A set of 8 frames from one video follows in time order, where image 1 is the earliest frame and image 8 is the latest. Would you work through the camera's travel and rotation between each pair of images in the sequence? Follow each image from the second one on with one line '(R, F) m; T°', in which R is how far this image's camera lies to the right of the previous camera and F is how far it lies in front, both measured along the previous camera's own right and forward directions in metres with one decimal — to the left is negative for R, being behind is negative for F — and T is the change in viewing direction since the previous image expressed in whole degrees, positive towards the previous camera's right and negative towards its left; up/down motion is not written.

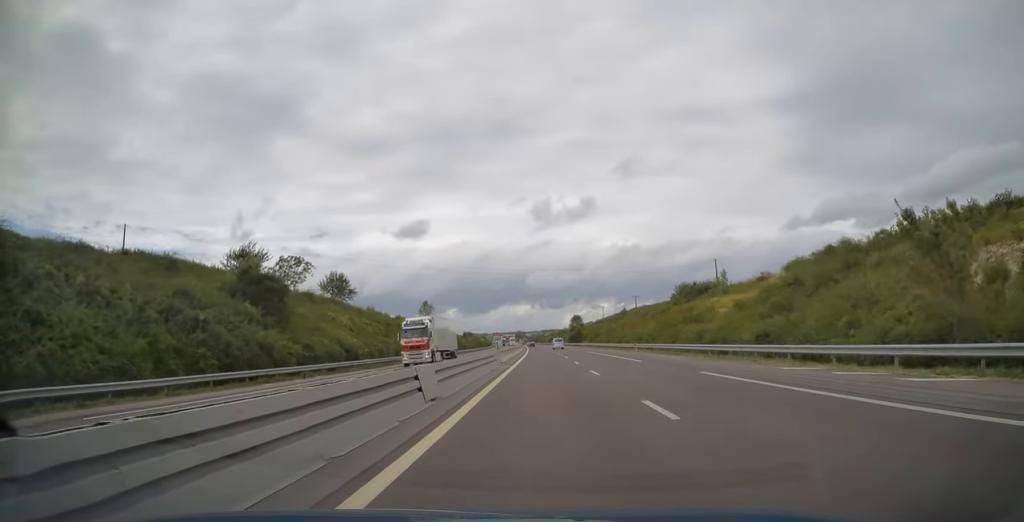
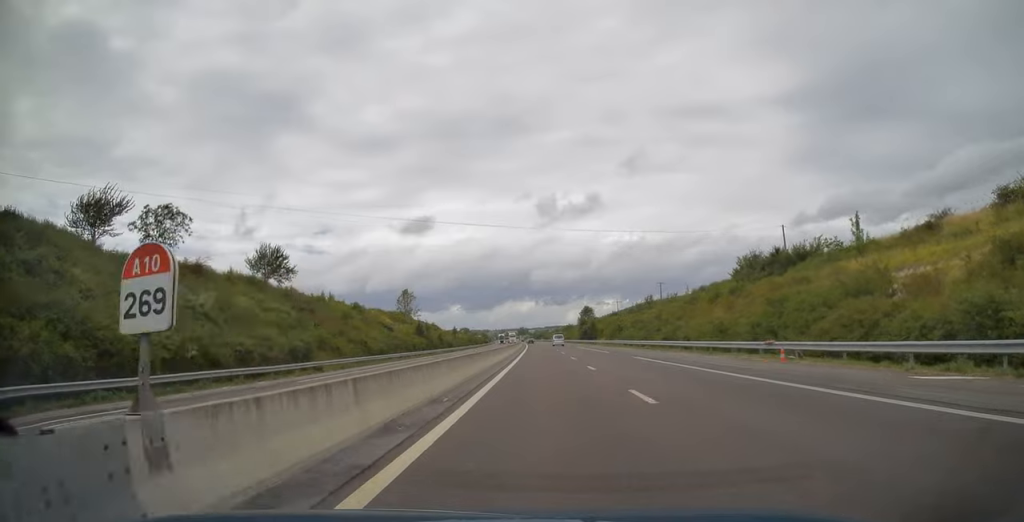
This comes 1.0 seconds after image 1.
(-0.1, +36.8) m; 0°
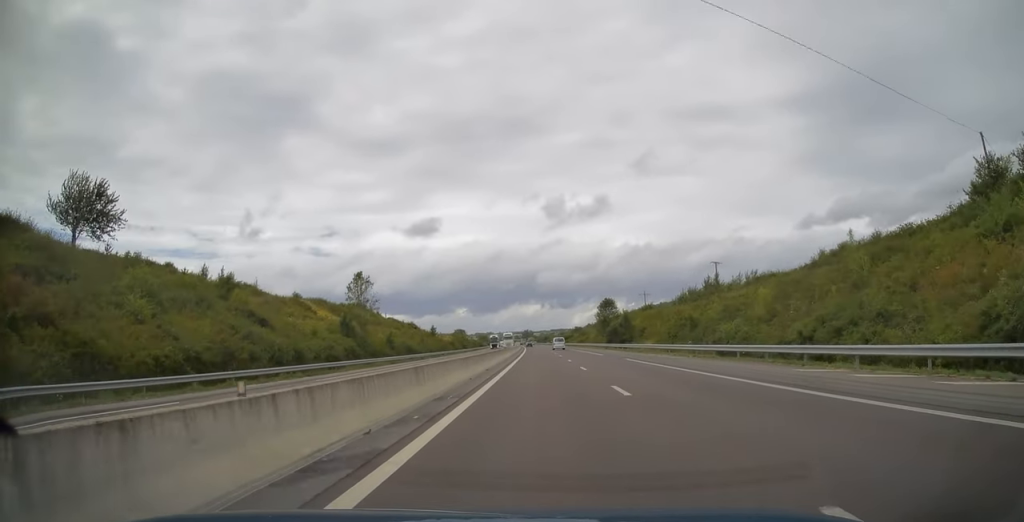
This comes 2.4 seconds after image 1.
(-0.2, +49.0) m; -1°
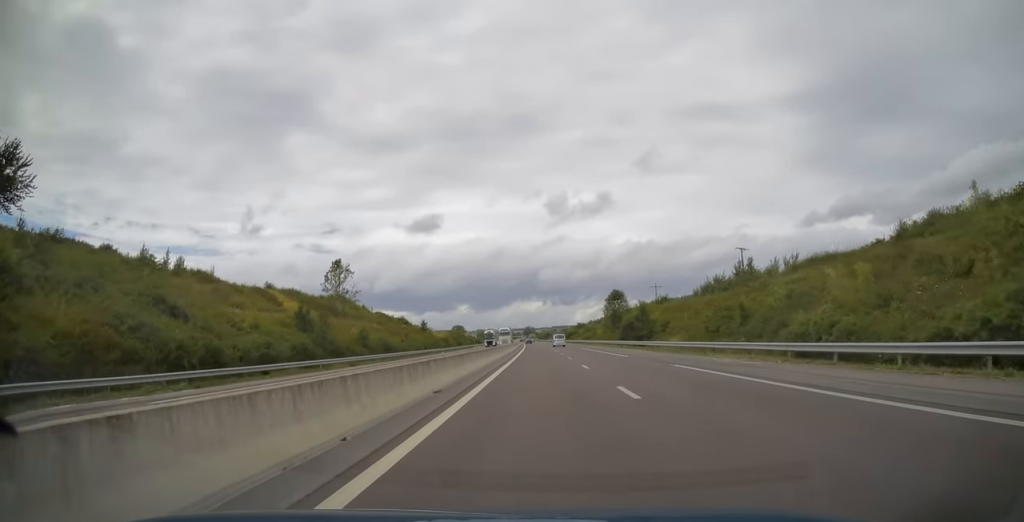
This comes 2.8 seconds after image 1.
(0.0, +14.5) m; 0°
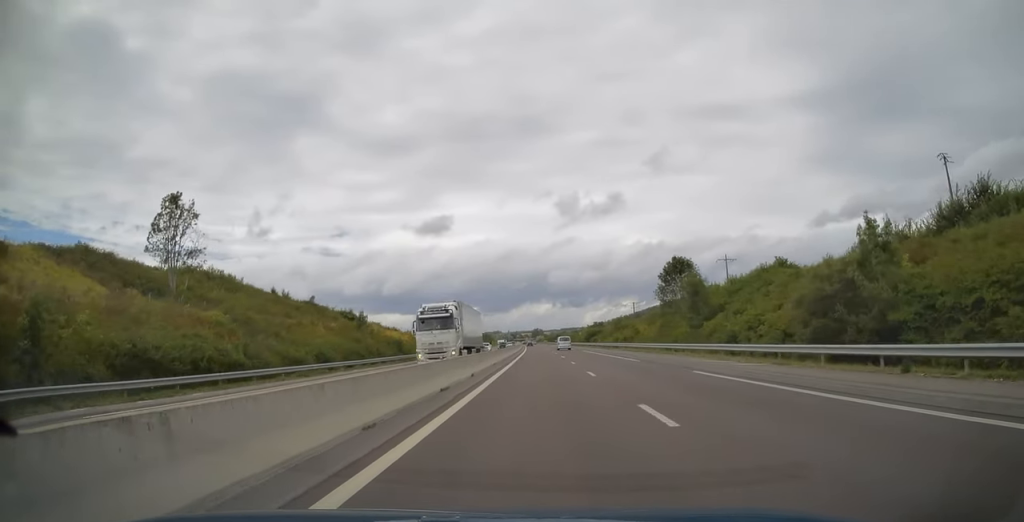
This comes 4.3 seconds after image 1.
(-0.4, +55.0) m; -1°
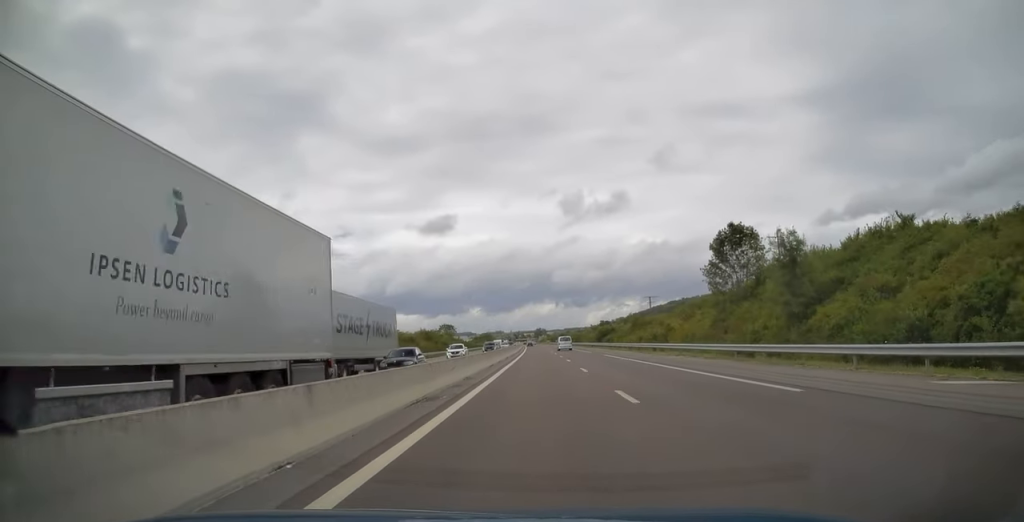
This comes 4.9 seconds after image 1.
(-0.1, +22.4) m; 0°
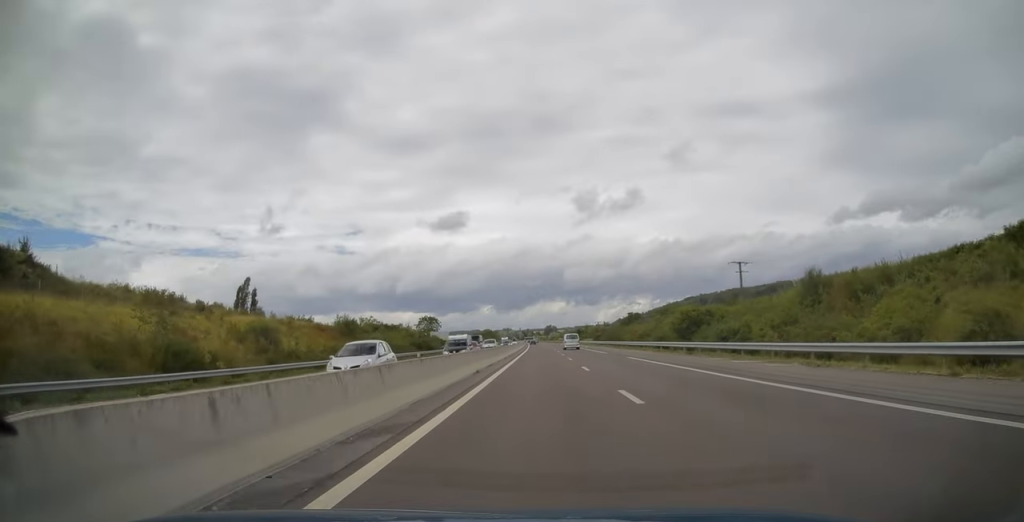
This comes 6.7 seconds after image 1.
(-0.3, +64.8) m; -1°
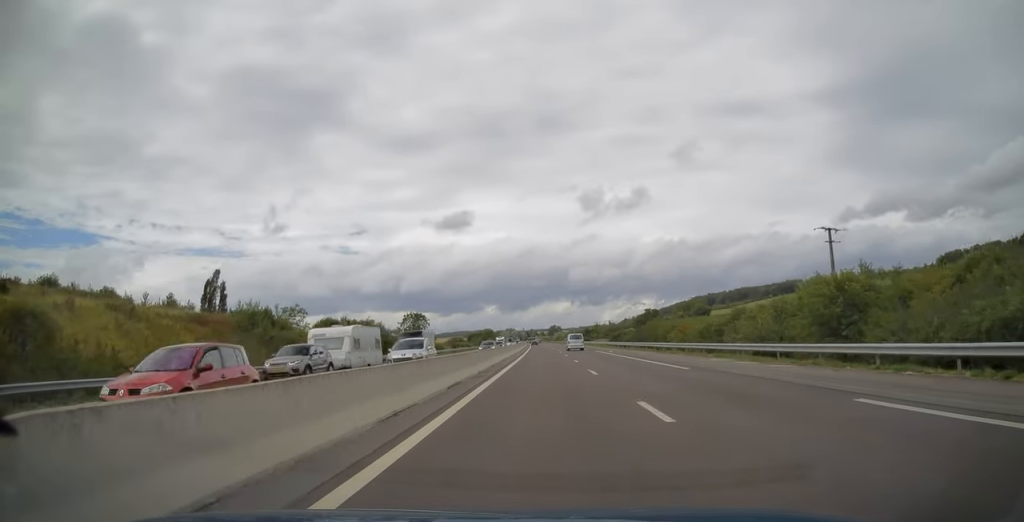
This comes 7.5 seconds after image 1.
(-0.2, +28.4) m; -1°
